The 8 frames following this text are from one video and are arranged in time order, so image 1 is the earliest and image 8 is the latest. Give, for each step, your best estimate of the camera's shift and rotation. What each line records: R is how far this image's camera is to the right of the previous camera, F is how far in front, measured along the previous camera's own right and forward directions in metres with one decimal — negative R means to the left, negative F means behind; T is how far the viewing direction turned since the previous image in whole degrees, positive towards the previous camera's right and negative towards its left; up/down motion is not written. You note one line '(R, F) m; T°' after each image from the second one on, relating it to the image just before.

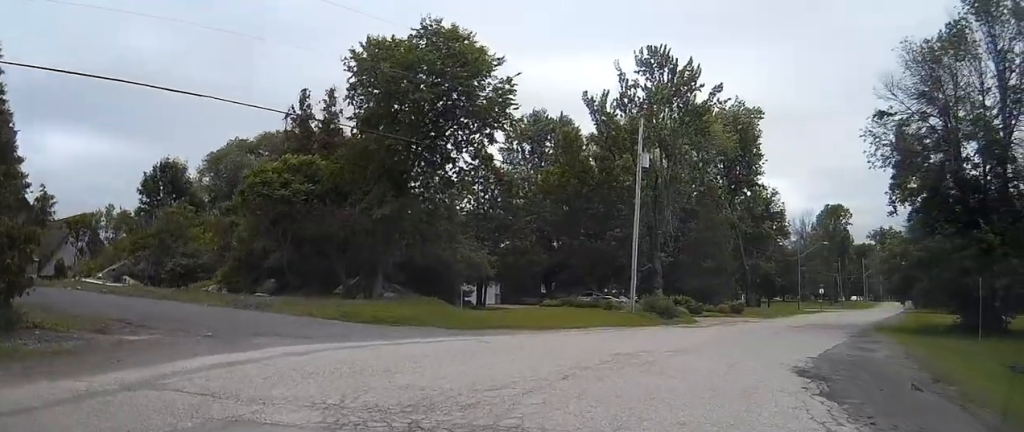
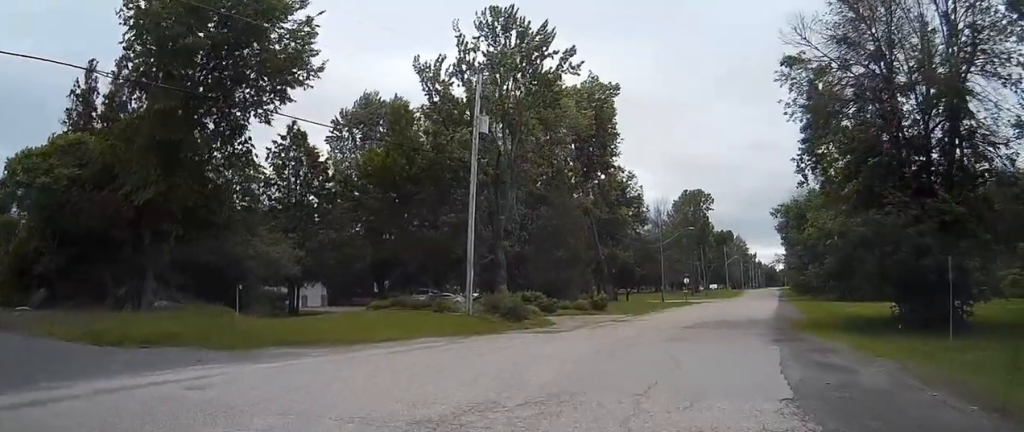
(+0.9, +7.9) m; +11°
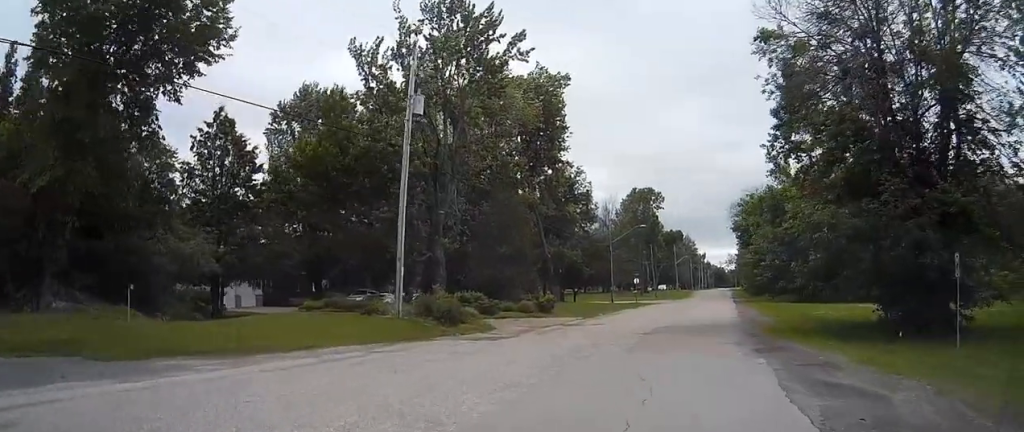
(+0.1, +3.4) m; +4°
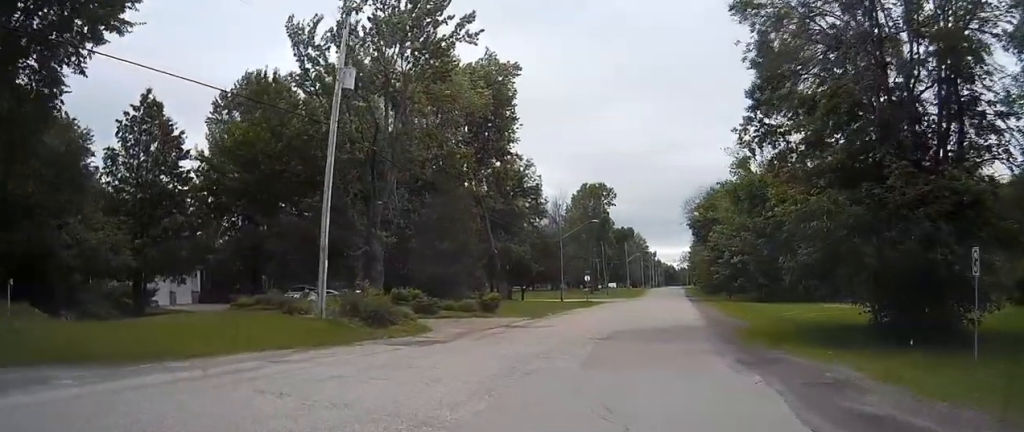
(+0.2, +3.4) m; +3°
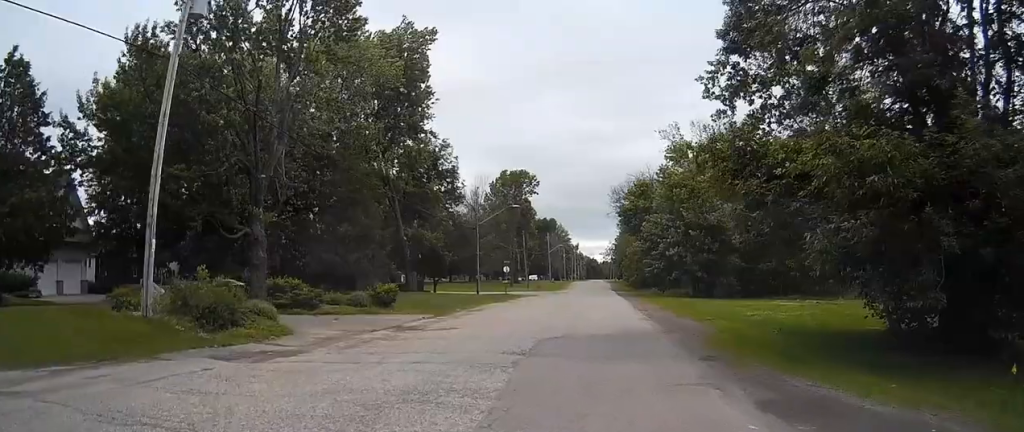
(+0.4, +6.8) m; +5°
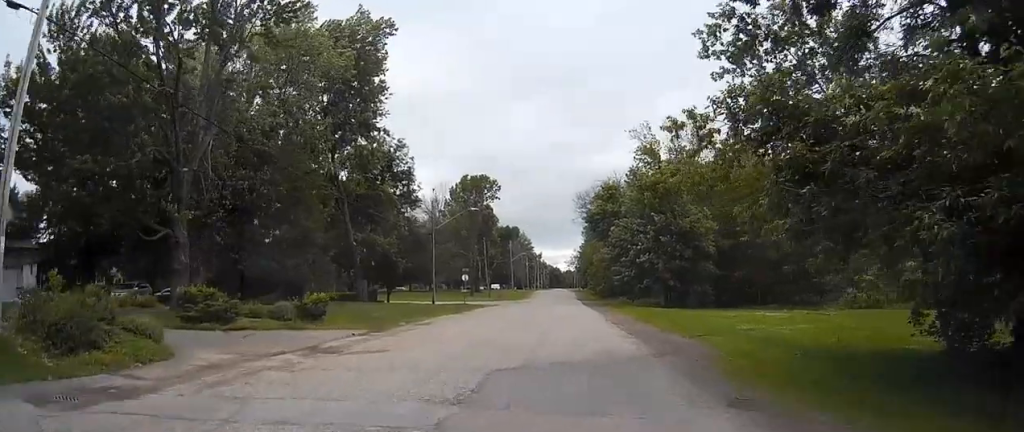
(+0.1, +4.8) m; +2°
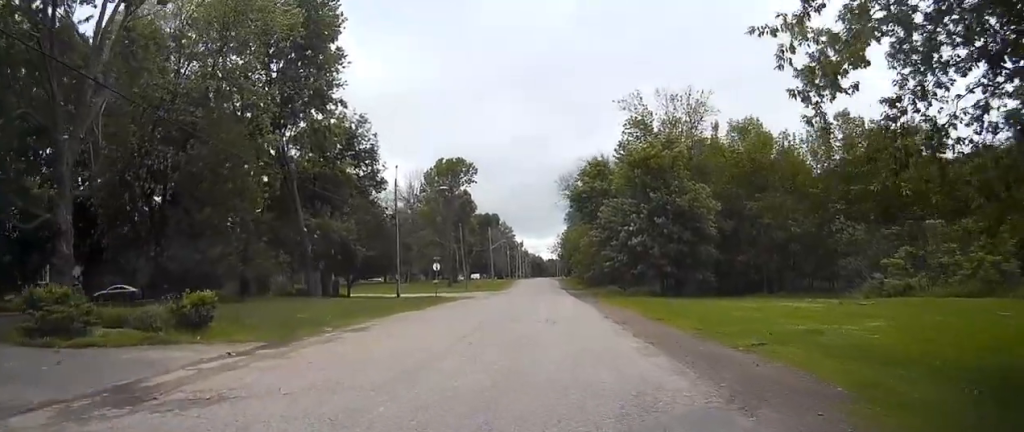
(+0.1, +7.8) m; +1°
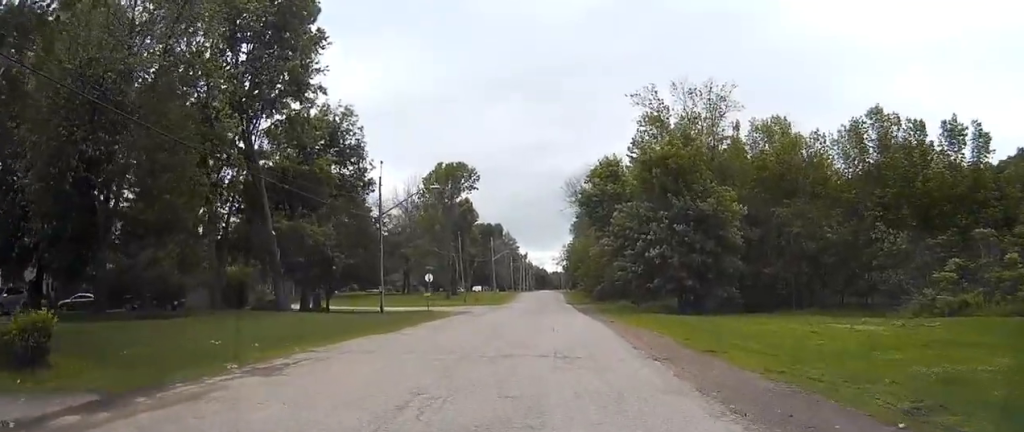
(0.0, +6.8) m; 0°
